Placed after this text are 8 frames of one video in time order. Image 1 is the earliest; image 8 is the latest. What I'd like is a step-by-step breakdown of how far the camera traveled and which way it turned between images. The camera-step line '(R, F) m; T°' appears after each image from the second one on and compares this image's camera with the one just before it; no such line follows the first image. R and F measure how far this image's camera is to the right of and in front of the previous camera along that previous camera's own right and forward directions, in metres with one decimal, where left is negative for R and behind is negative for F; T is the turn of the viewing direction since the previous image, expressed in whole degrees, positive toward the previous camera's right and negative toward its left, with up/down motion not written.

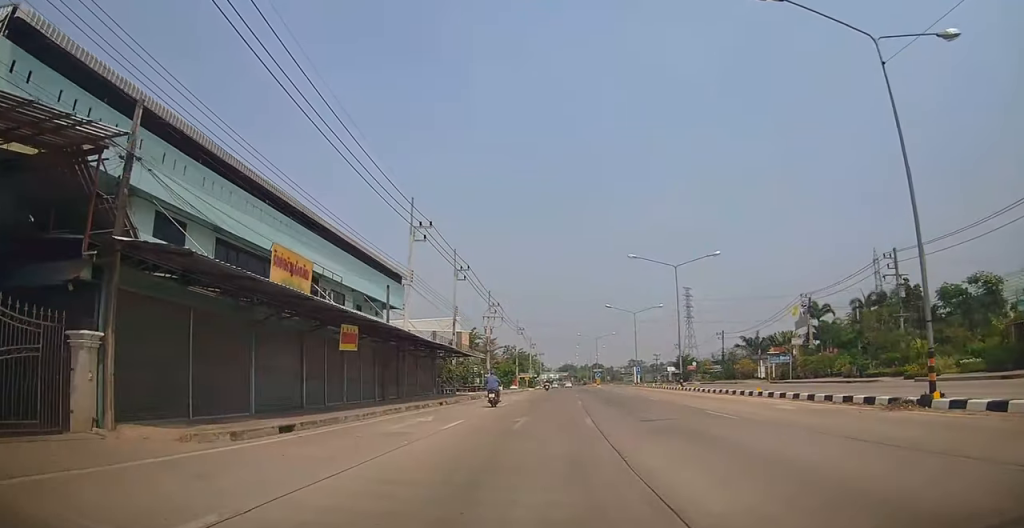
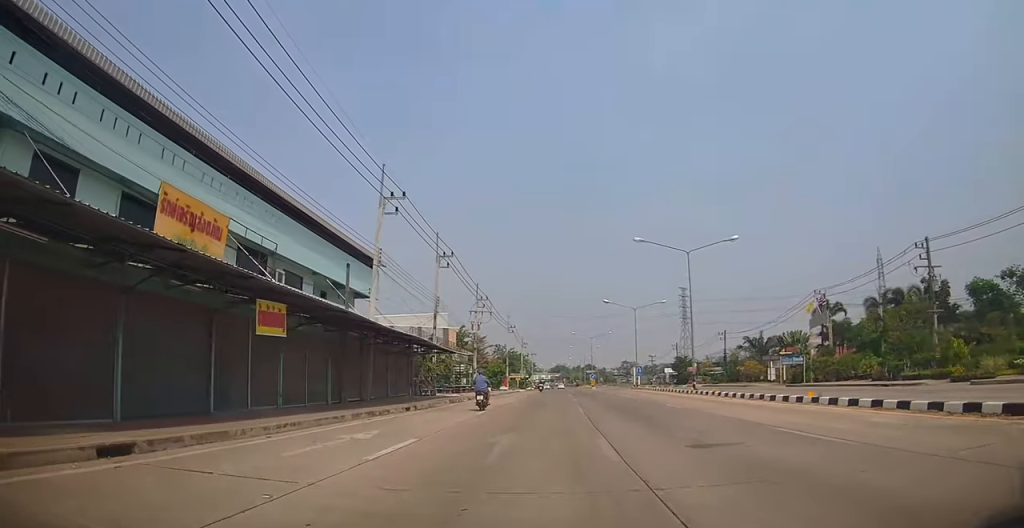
(+0.3, +5.4) m; +2°
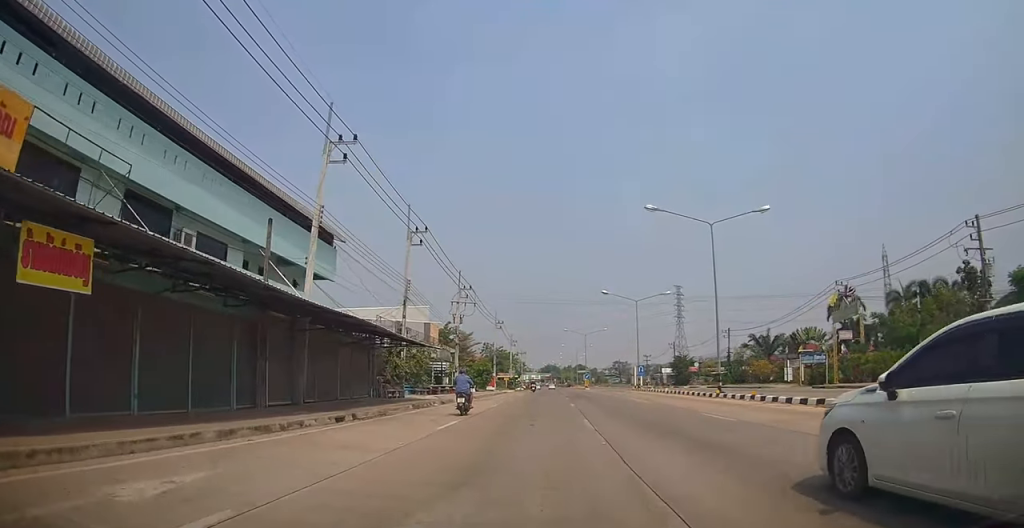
(+0.1, +6.9) m; +1°
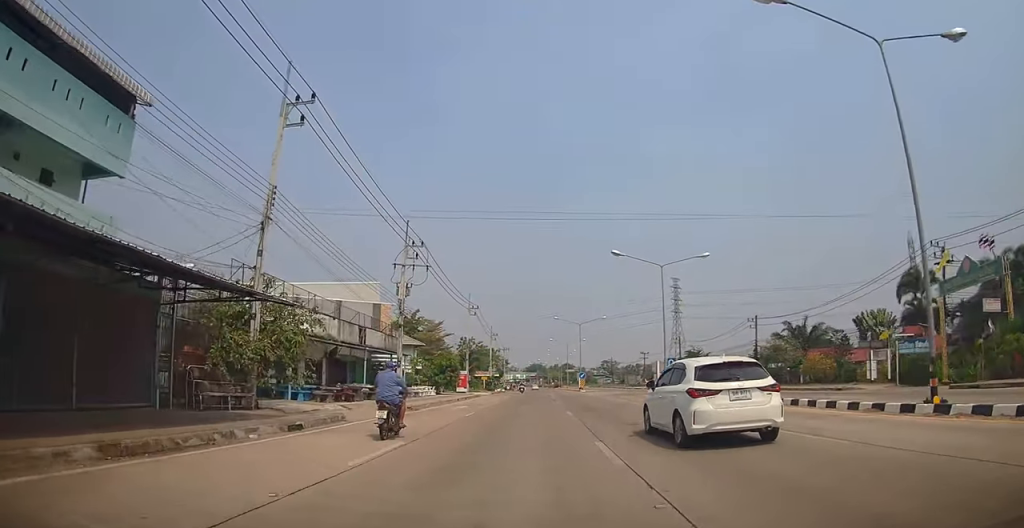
(+0.1, +17.4) m; +1°
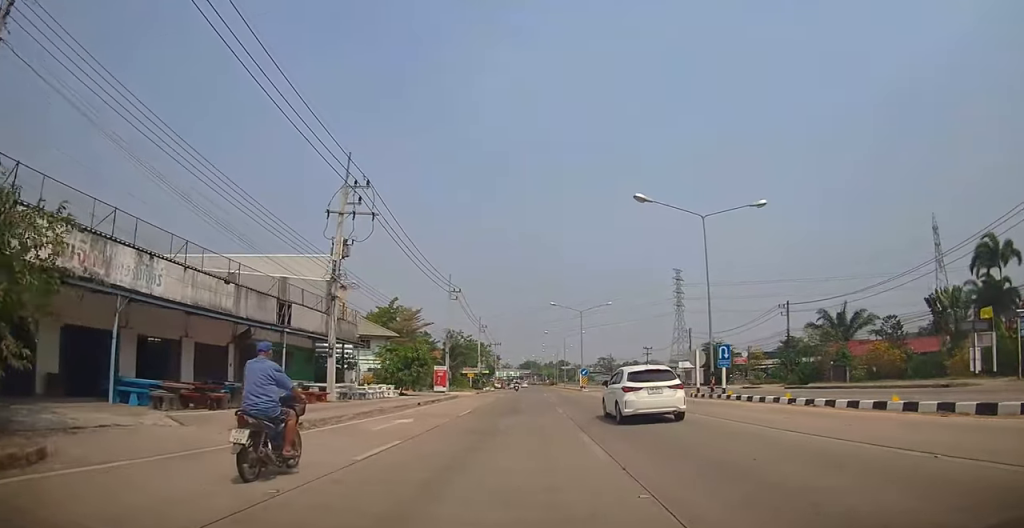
(+0.1, +11.4) m; 0°
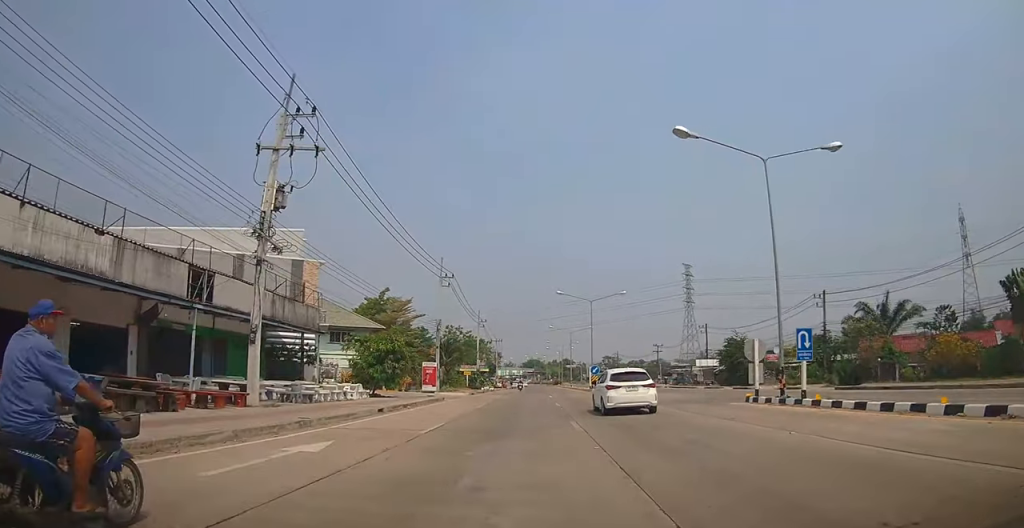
(0.0, +7.5) m; 0°
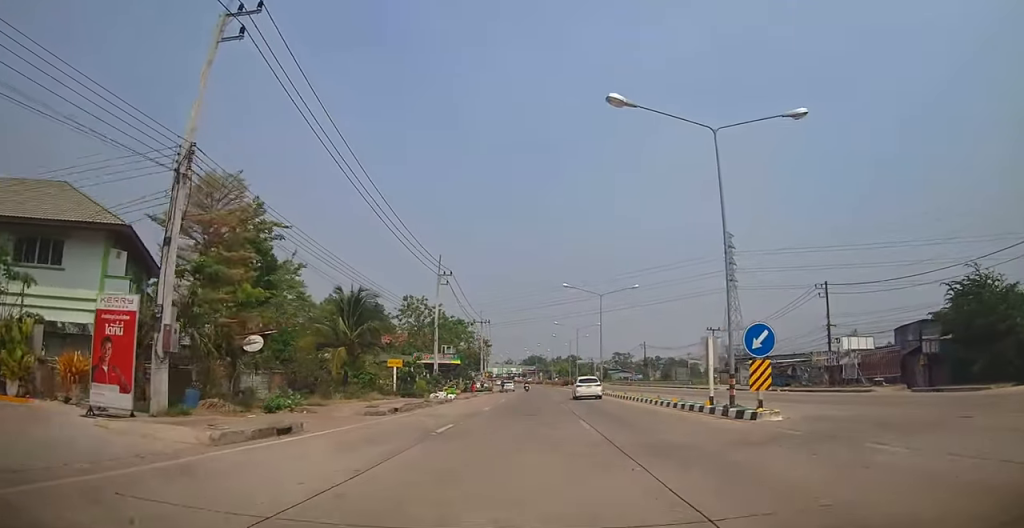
(+0.7, +37.6) m; +2°
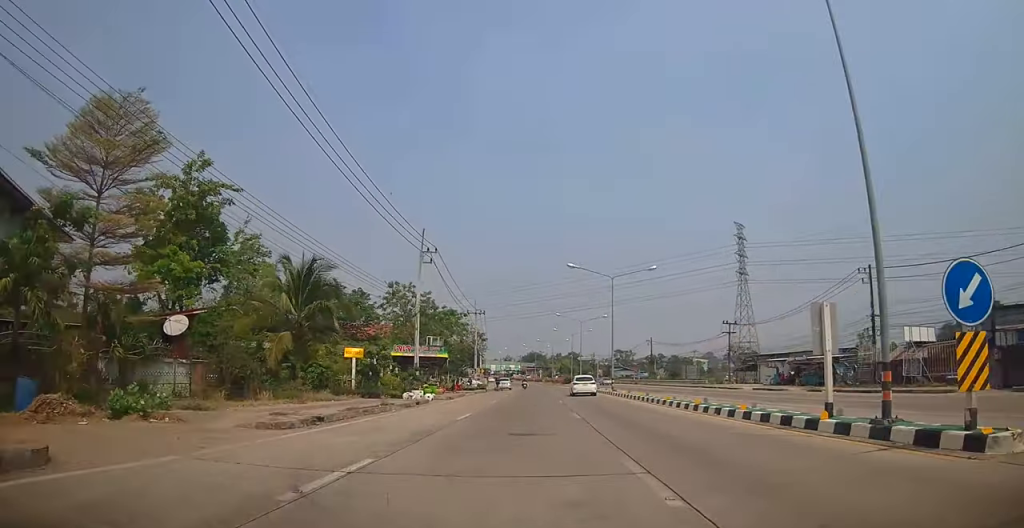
(0.0, +7.6) m; 0°
